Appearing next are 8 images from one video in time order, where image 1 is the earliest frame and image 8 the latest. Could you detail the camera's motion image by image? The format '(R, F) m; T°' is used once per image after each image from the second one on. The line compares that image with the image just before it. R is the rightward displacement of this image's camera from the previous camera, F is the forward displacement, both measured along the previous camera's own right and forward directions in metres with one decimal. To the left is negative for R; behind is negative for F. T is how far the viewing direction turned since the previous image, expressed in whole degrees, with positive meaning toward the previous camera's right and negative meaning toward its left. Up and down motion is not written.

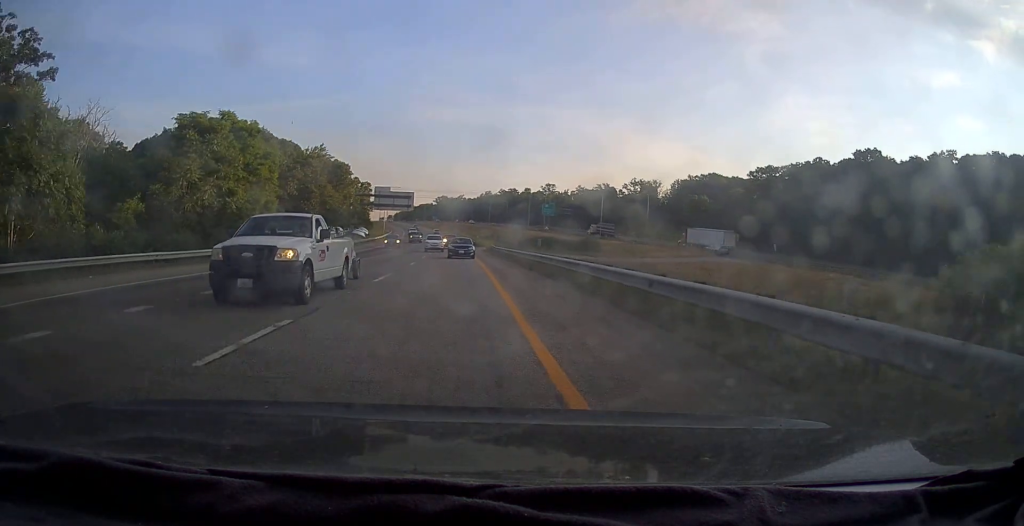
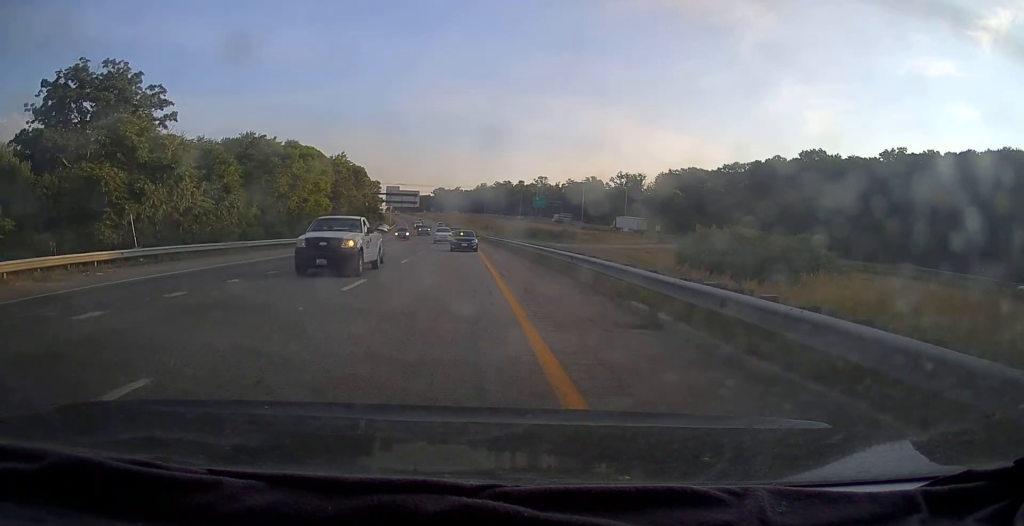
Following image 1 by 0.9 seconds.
(0.0, +19.6) m; 0°
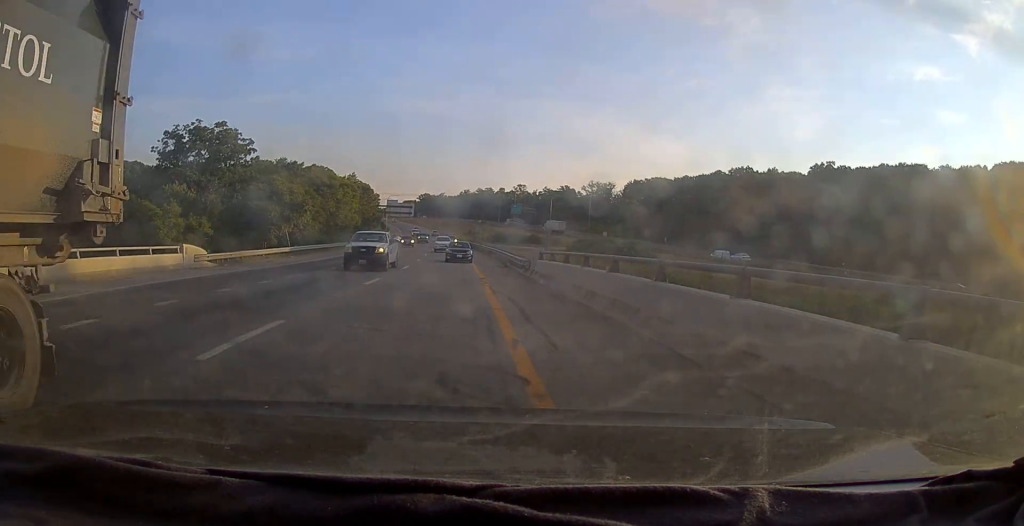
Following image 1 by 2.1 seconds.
(+0.1, +28.9) m; +1°
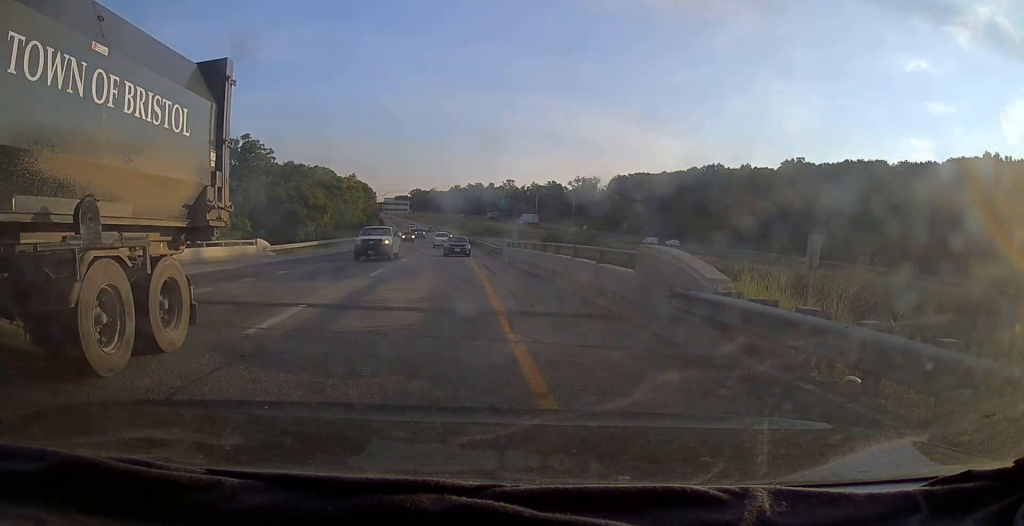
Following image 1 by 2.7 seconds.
(+0.1, +13.0) m; +1°
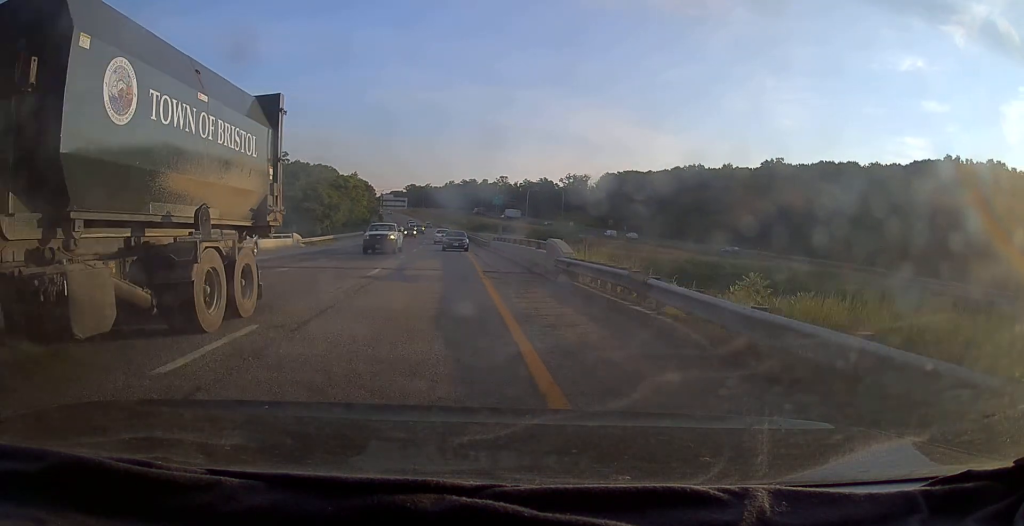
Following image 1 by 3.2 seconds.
(+0.1, +10.8) m; +1°
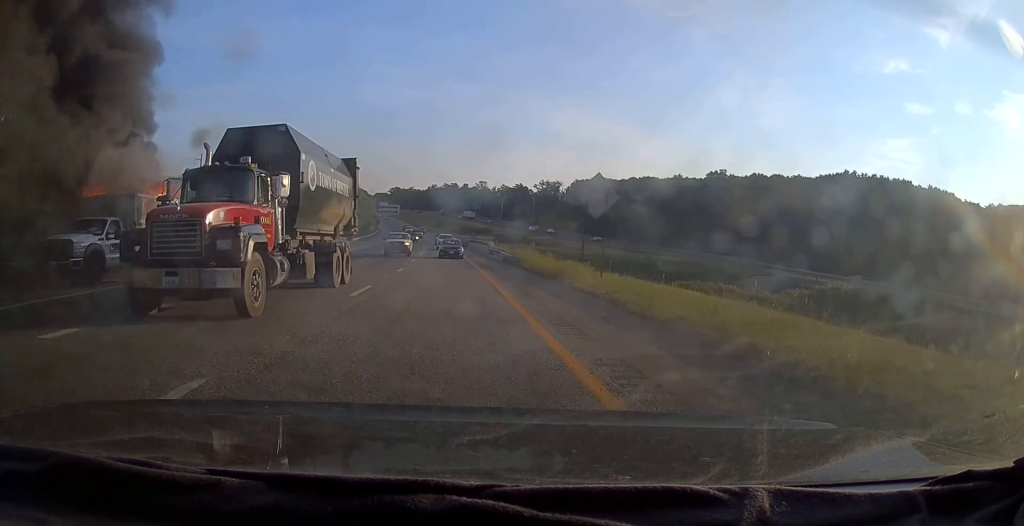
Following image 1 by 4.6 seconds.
(+0.3, +32.8) m; +2°
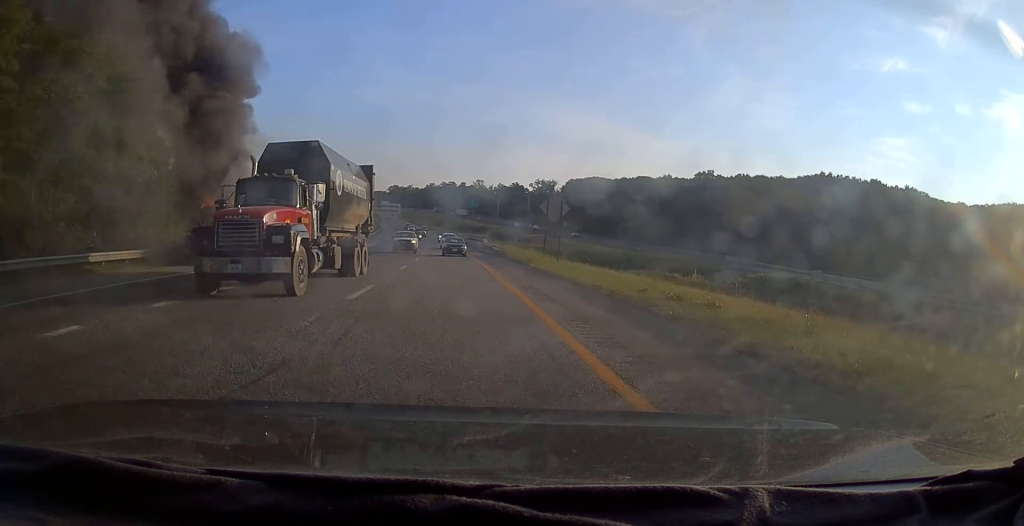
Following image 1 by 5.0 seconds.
(-0.1, +10.3) m; +1°
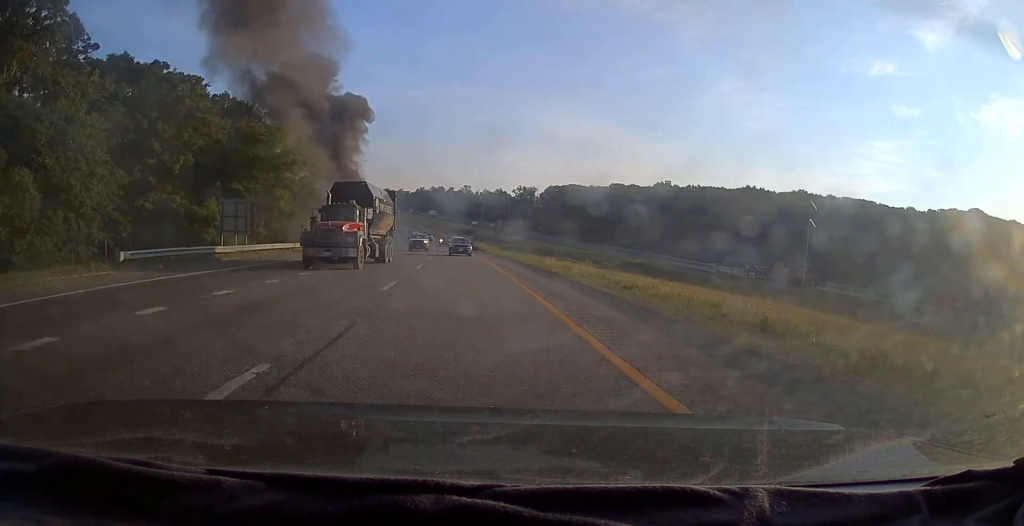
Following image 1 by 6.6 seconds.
(+0.9, +38.1) m; +2°
